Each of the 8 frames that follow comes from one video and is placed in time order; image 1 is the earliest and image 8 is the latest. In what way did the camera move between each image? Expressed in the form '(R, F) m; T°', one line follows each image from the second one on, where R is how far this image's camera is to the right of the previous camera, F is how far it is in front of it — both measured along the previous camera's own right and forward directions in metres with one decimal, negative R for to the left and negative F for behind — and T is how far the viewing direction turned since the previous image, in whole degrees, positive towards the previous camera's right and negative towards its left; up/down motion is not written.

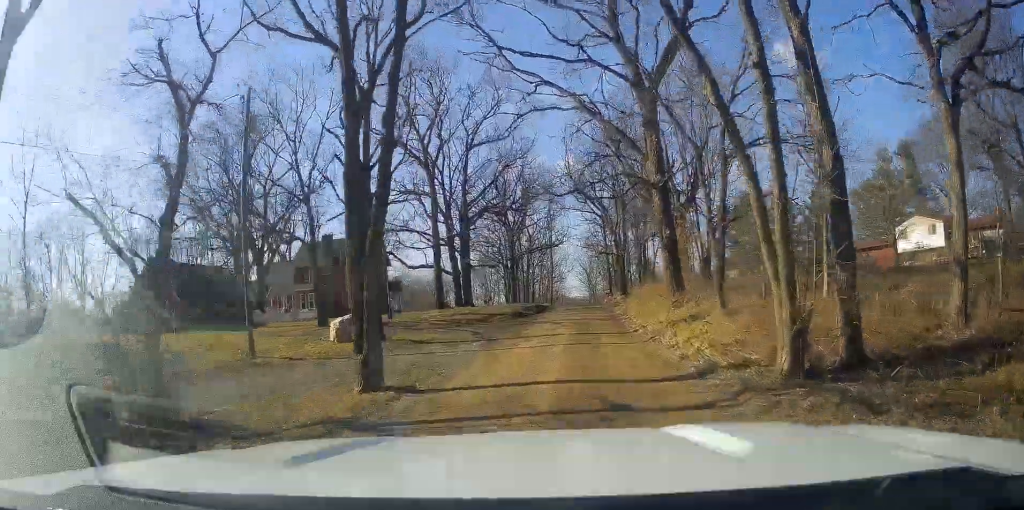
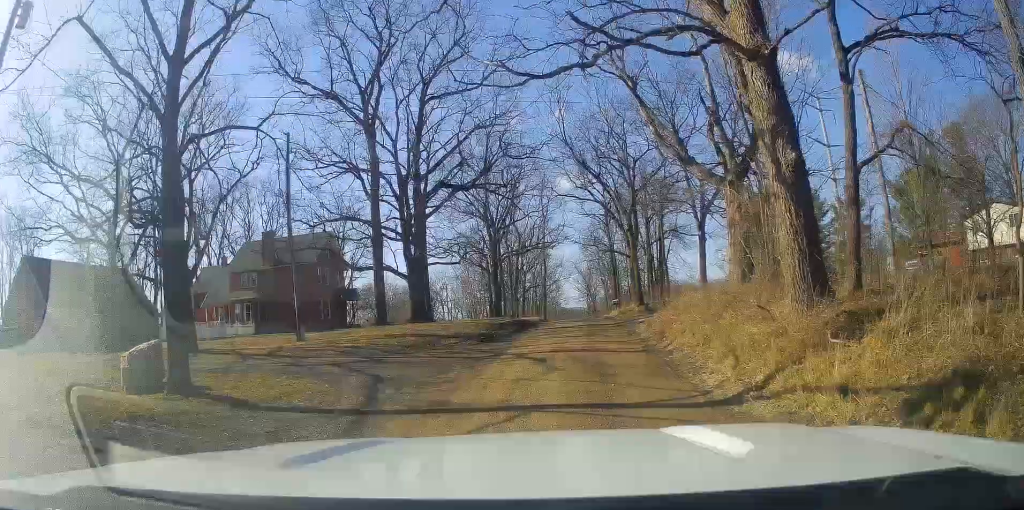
(+0.1, +12.3) m; 0°
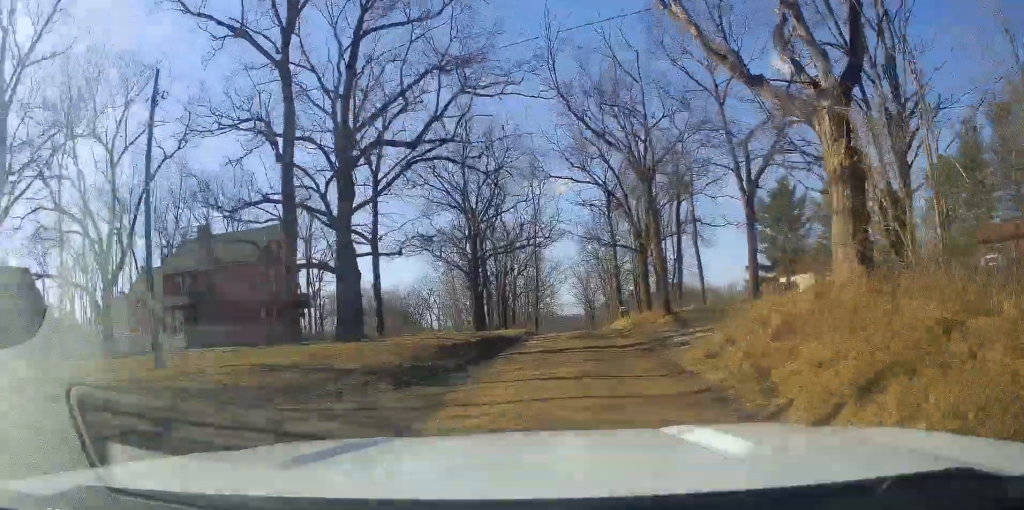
(-0.1, +9.4) m; -2°
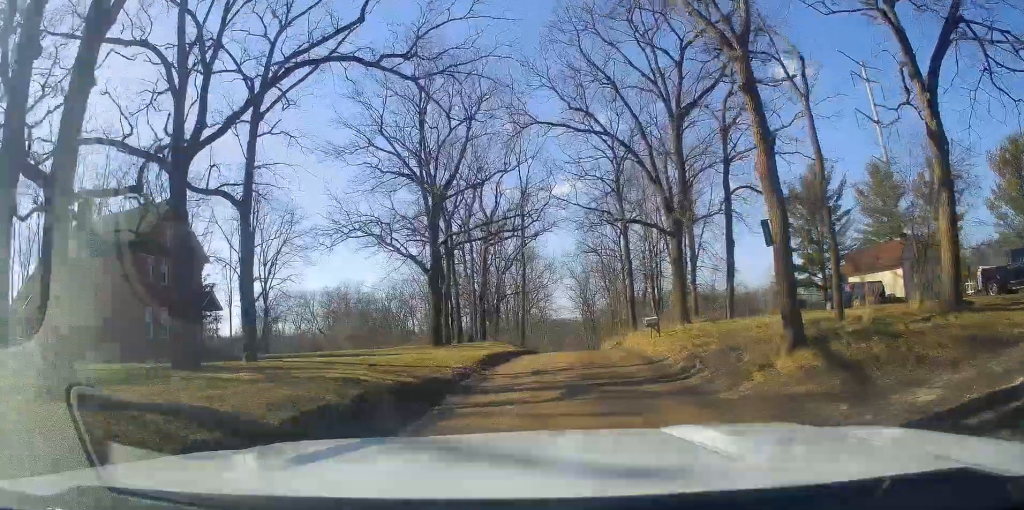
(-0.2, +14.2) m; +1°
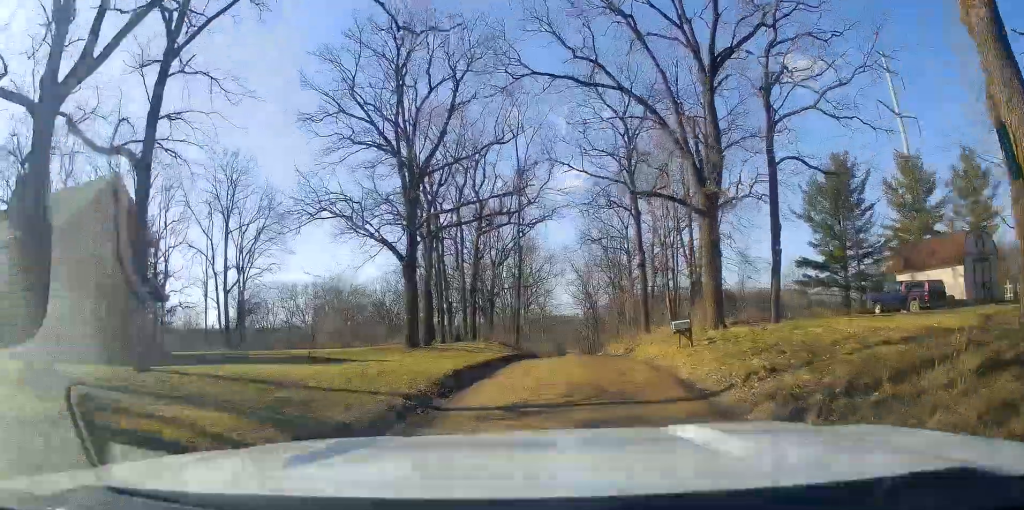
(+0.3, +6.4) m; 0°
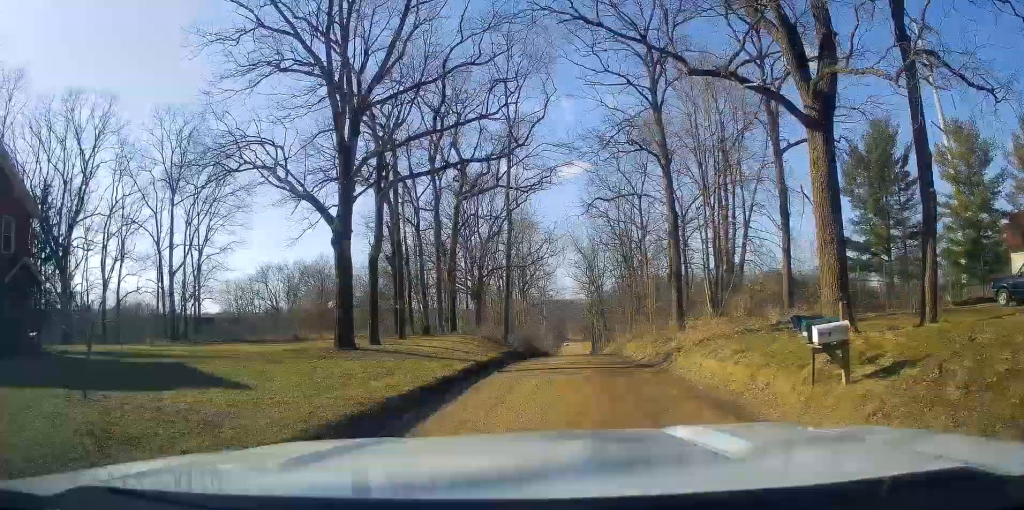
(-0.2, +11.0) m; 0°
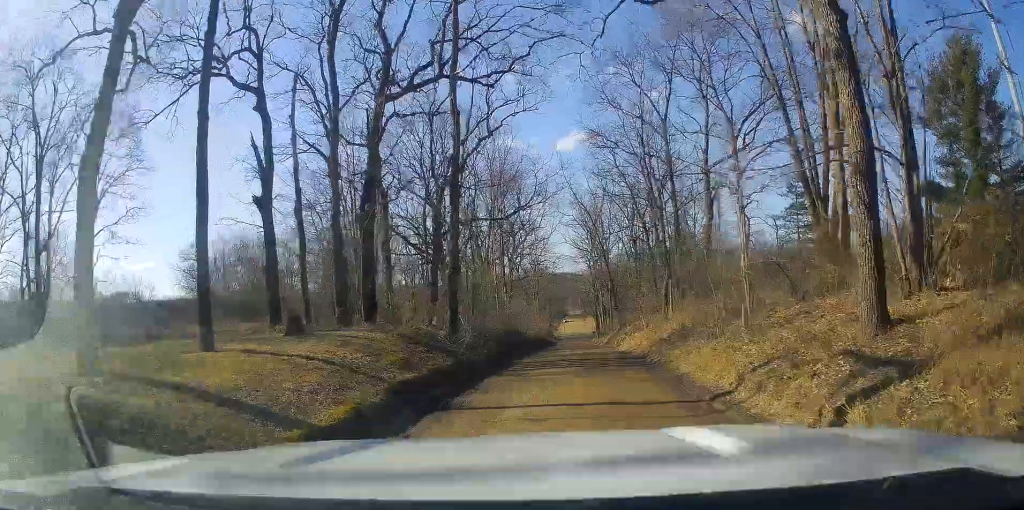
(+0.3, +19.3) m; +2°
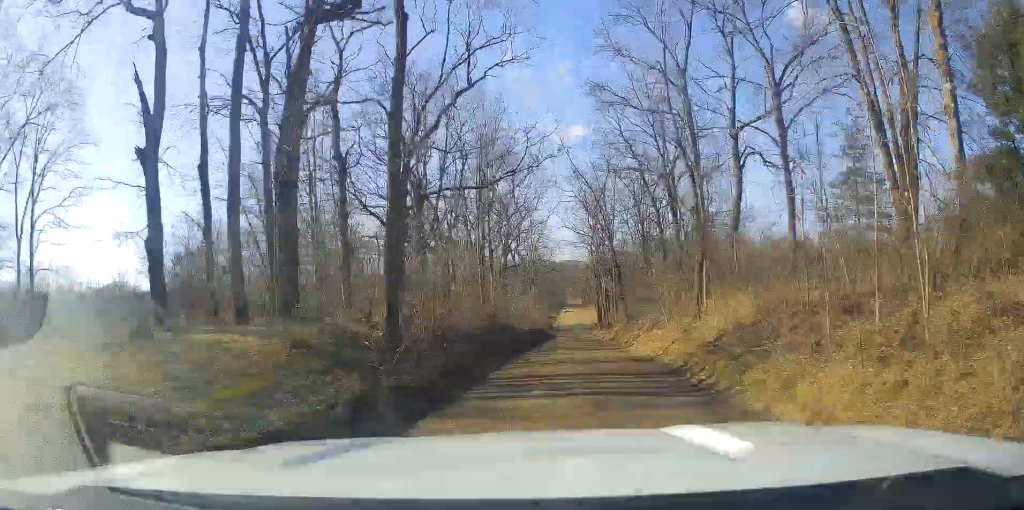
(+0.1, +8.9) m; 0°
